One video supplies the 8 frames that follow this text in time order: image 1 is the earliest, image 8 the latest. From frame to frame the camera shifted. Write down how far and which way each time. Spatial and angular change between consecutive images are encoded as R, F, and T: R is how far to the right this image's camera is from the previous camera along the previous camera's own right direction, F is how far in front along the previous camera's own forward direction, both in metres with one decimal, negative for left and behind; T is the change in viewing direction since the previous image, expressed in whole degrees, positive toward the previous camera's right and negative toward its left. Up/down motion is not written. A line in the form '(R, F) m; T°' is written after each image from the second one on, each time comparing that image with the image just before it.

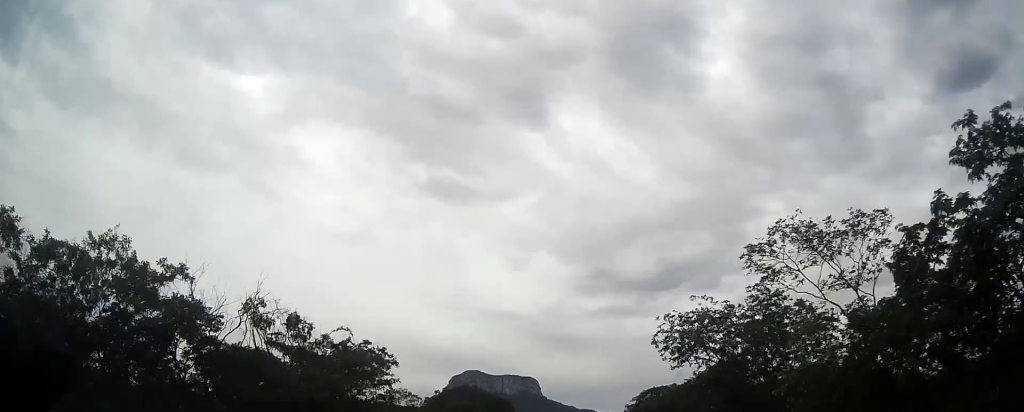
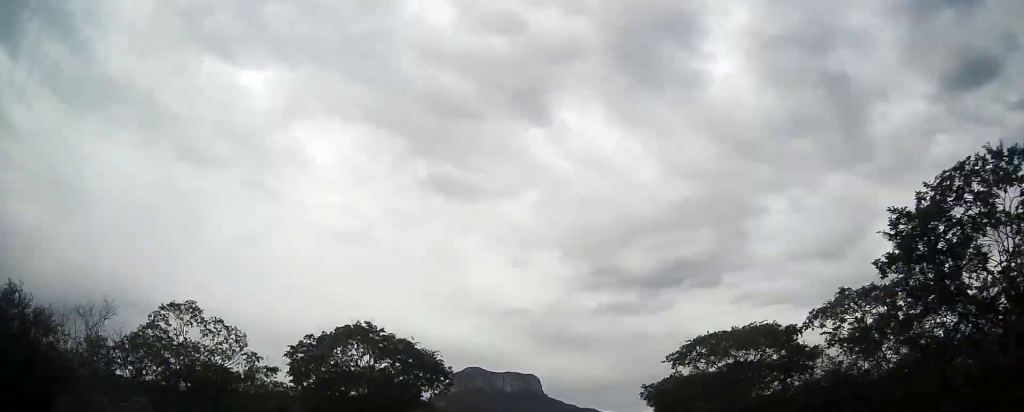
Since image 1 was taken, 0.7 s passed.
(+0.1, +25.6) m; 0°
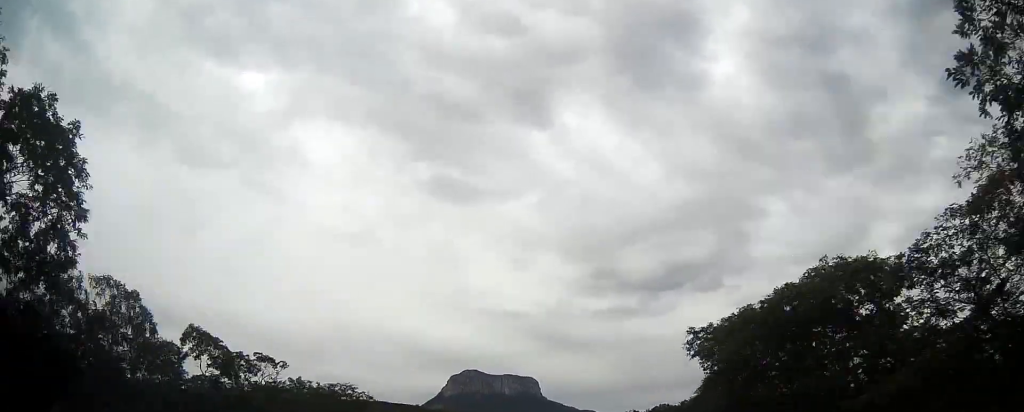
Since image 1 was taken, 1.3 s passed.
(0.0, +24.1) m; 0°
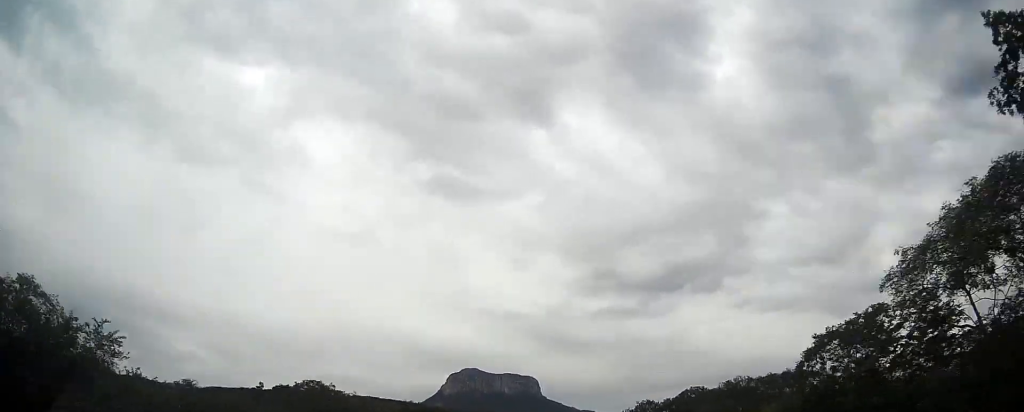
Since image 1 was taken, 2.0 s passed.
(0.0, +24.2) m; 0°
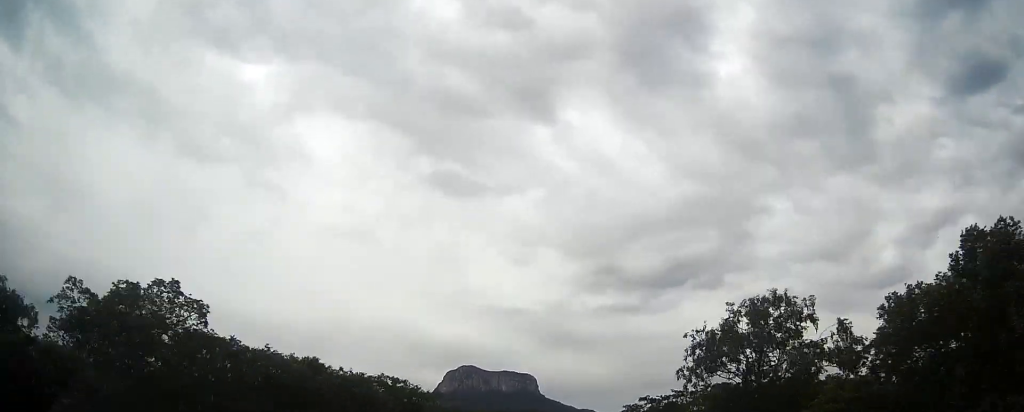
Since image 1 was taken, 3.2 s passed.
(+0.2, +48.4) m; 0°
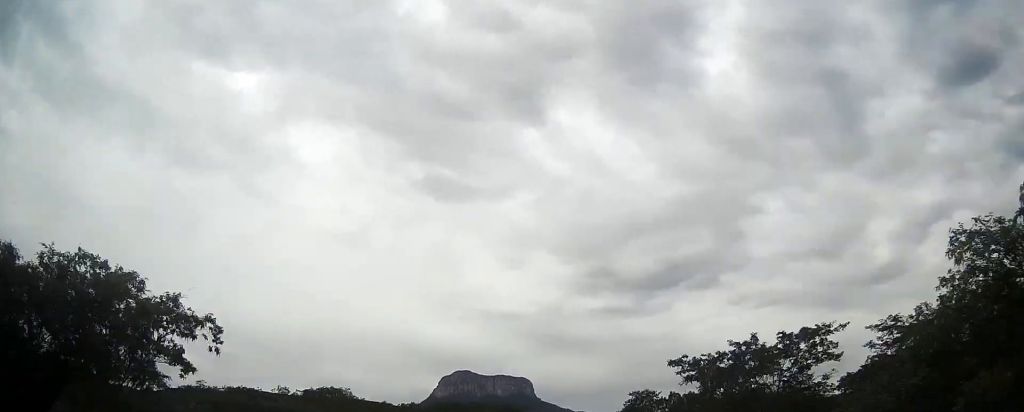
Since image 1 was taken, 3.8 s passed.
(0.0, +22.7) m; -1°
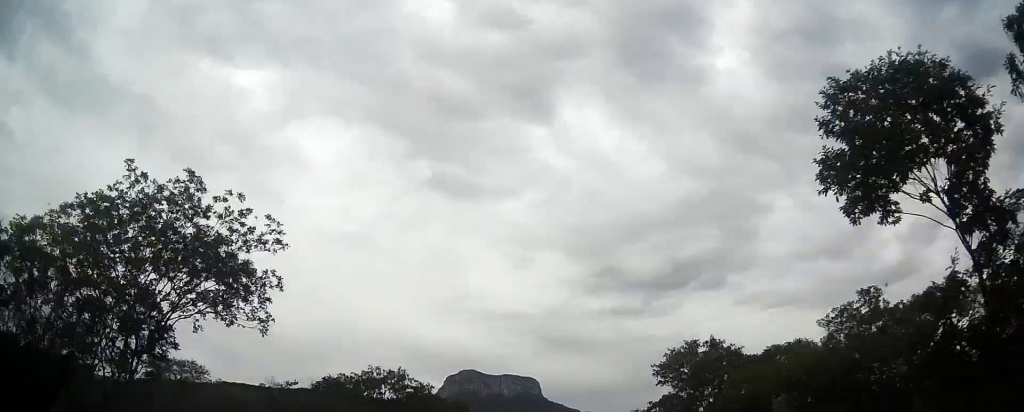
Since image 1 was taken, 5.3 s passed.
(-0.6, +54.6) m; -1°
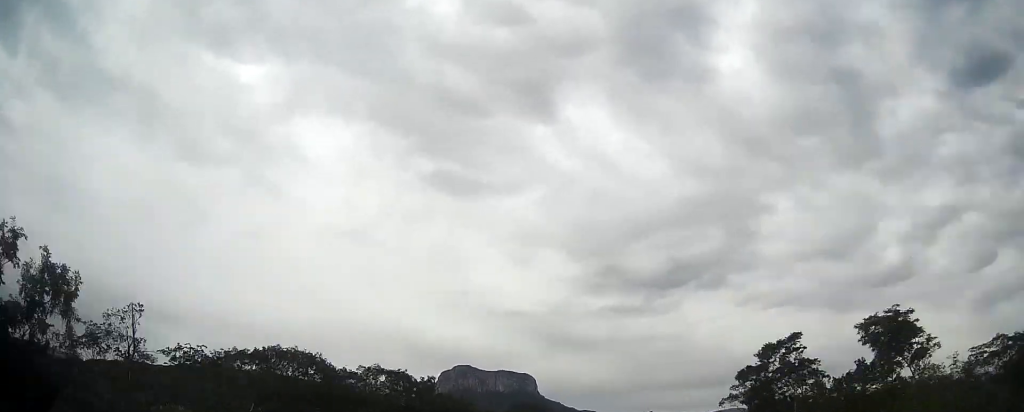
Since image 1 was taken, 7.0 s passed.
(+0.3, +66.7) m; +1°
